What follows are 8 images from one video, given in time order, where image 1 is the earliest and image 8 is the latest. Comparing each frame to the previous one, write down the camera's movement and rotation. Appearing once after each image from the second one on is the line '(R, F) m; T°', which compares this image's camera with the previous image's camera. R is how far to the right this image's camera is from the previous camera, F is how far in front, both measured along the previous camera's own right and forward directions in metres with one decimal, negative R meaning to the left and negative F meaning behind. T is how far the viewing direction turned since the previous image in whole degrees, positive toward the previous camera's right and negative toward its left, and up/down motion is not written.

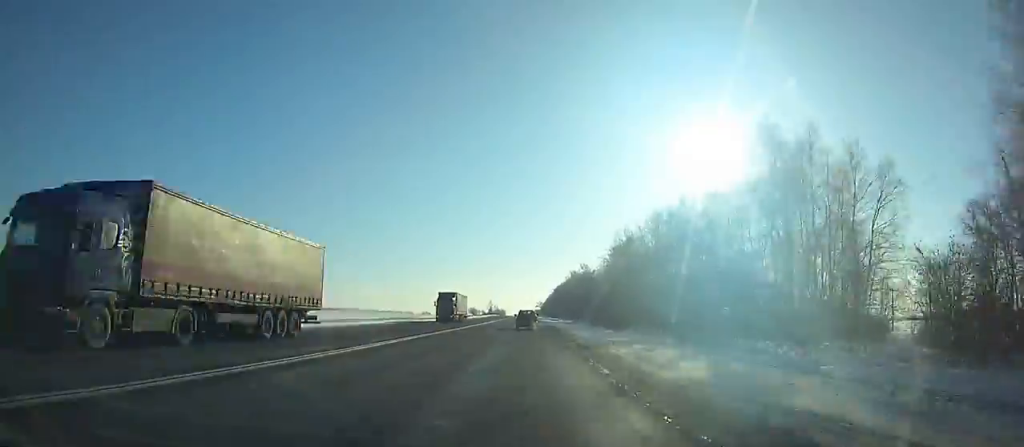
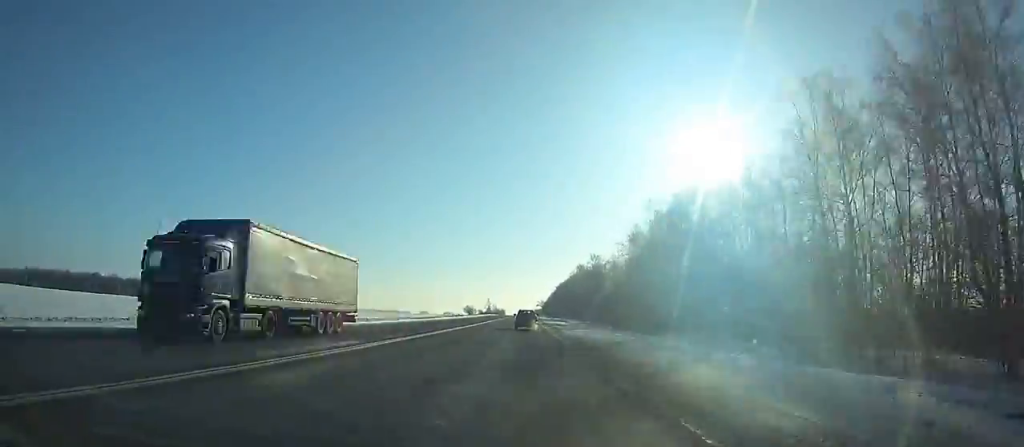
(+0.1, +32.1) m; 0°
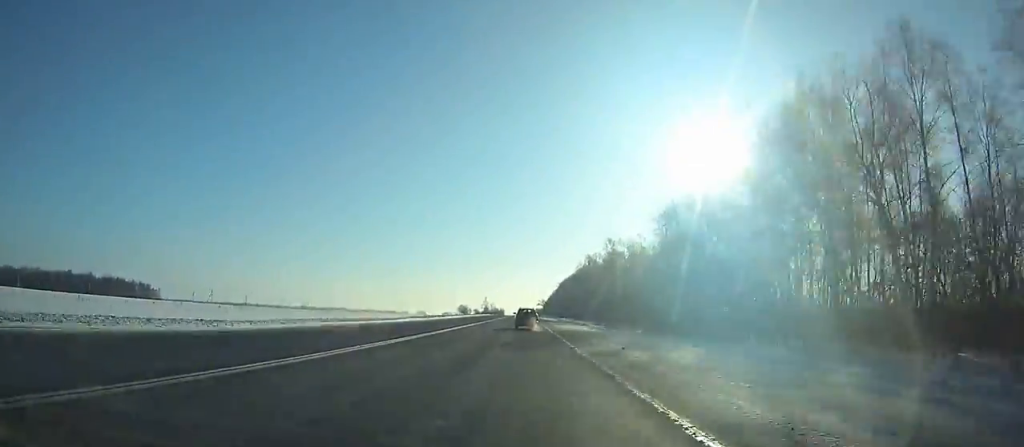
(-0.1, +34.8) m; 0°
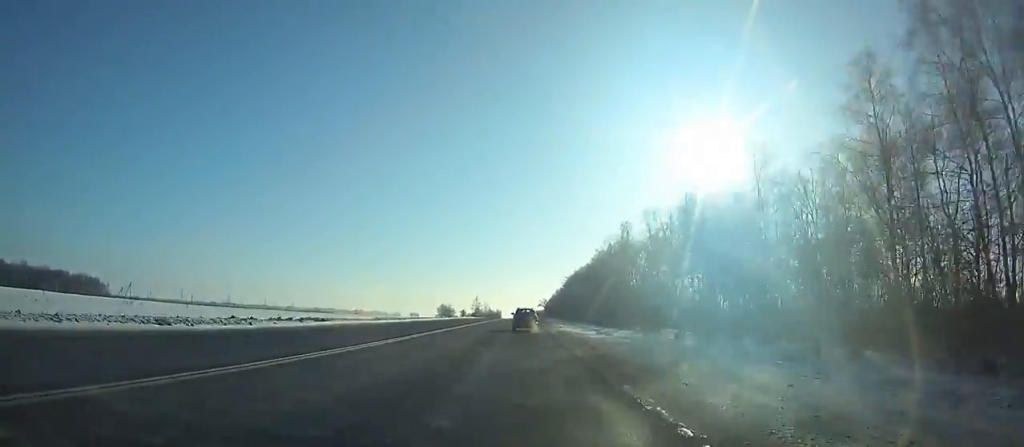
(-0.2, +74.8) m; 0°
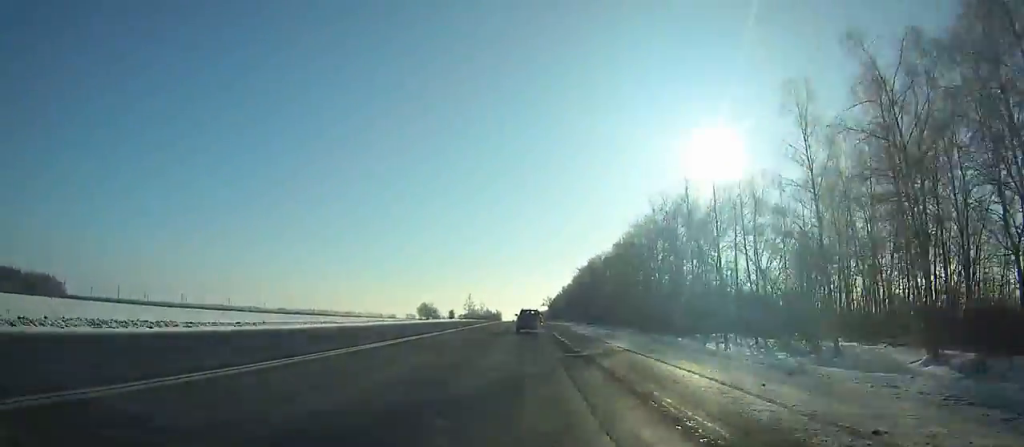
(-0.1, +54.9) m; 0°
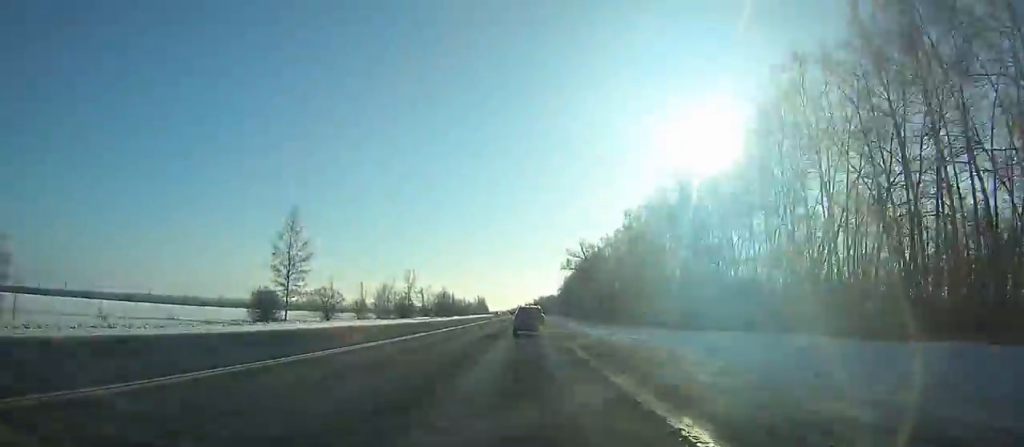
(+0.9, +242.8) m; 0°
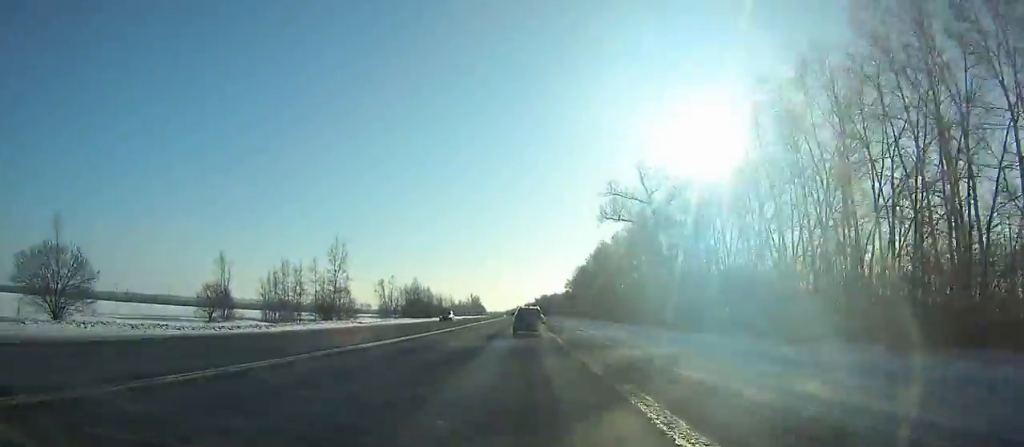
(0.0, +64.7) m; 0°
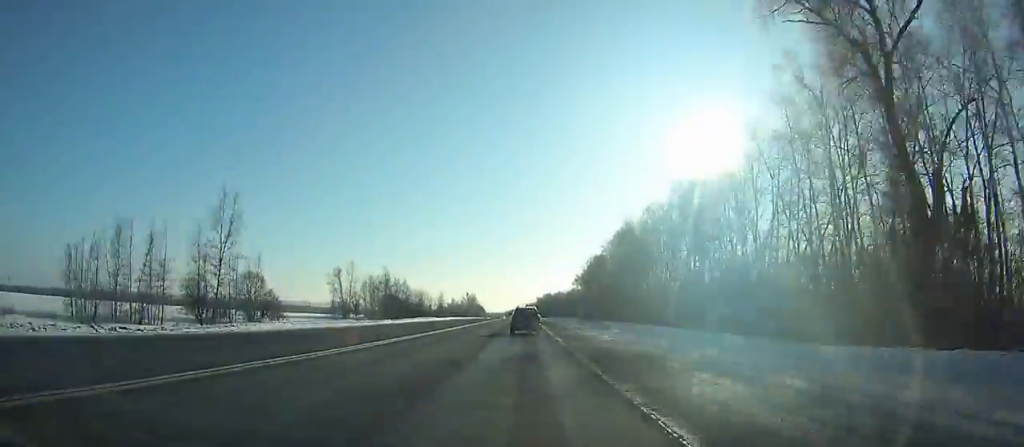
(+0.1, +40.6) m; 0°
